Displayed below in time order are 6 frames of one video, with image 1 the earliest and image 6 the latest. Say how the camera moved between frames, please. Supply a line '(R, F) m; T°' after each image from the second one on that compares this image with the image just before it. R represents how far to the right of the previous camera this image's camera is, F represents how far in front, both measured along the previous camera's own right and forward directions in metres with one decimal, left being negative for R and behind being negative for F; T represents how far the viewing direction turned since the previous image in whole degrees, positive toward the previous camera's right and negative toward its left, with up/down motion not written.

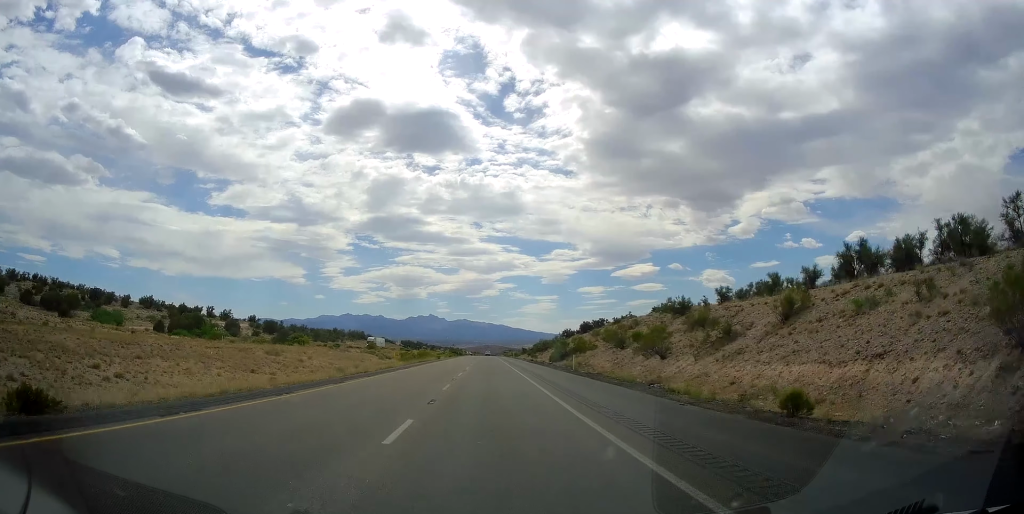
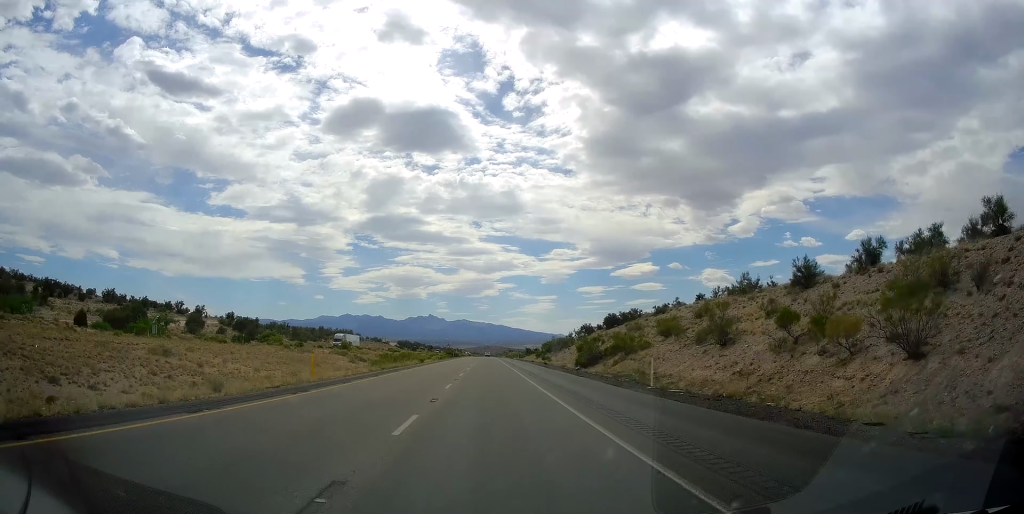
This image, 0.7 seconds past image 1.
(+0.2, +23.1) m; 0°
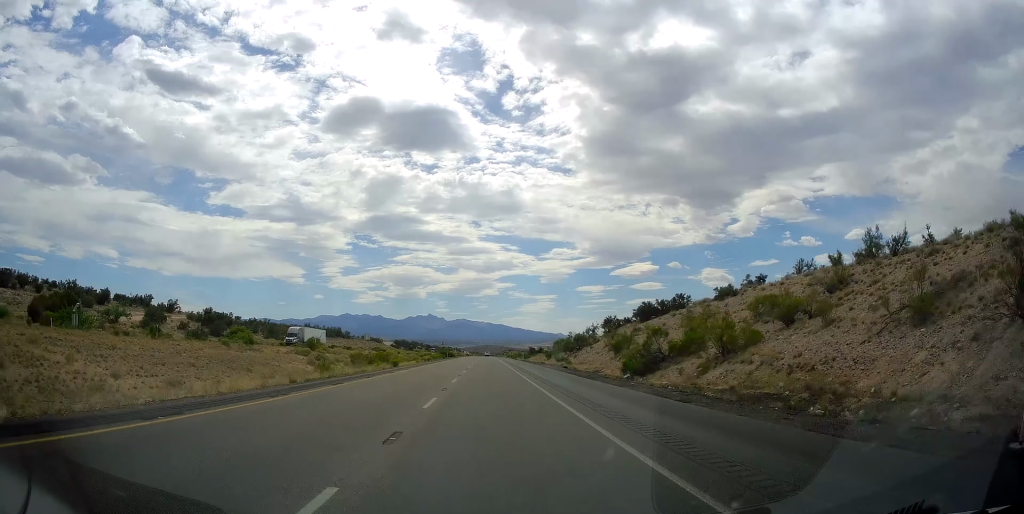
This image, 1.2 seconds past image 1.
(0.0, +19.6) m; 0°
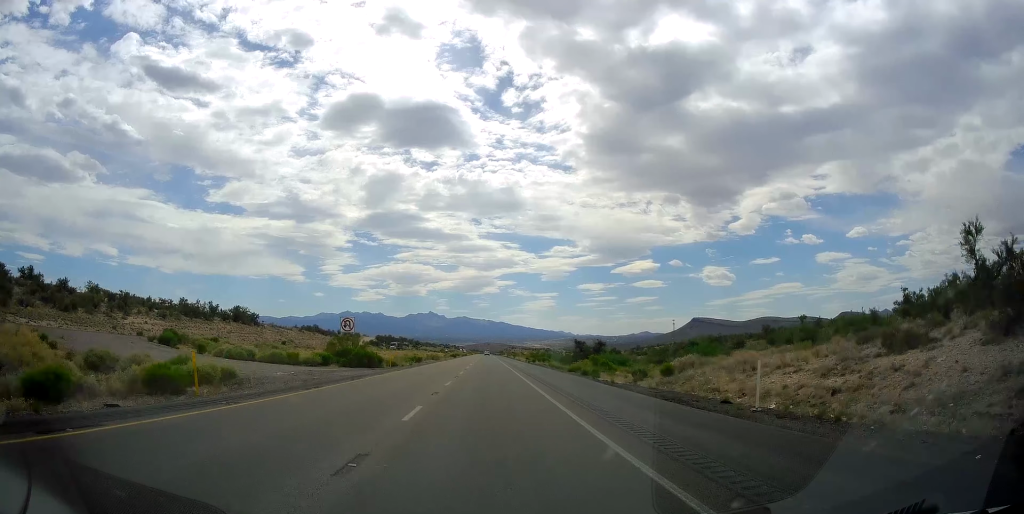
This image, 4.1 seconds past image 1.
(+0.1, +99.9) m; 0°
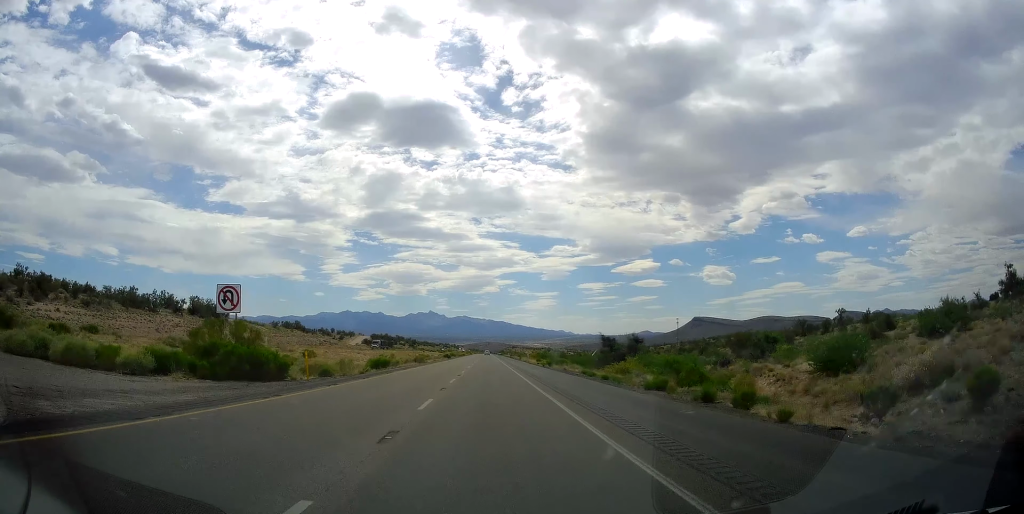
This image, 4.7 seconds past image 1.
(0.0, +22.2) m; 0°
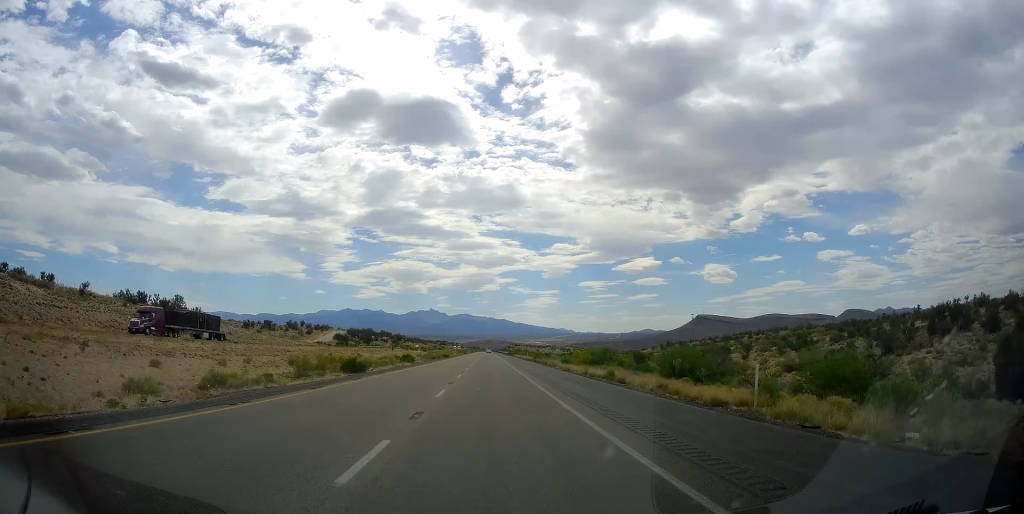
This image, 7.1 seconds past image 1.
(-0.8, +81.5) m; 0°
